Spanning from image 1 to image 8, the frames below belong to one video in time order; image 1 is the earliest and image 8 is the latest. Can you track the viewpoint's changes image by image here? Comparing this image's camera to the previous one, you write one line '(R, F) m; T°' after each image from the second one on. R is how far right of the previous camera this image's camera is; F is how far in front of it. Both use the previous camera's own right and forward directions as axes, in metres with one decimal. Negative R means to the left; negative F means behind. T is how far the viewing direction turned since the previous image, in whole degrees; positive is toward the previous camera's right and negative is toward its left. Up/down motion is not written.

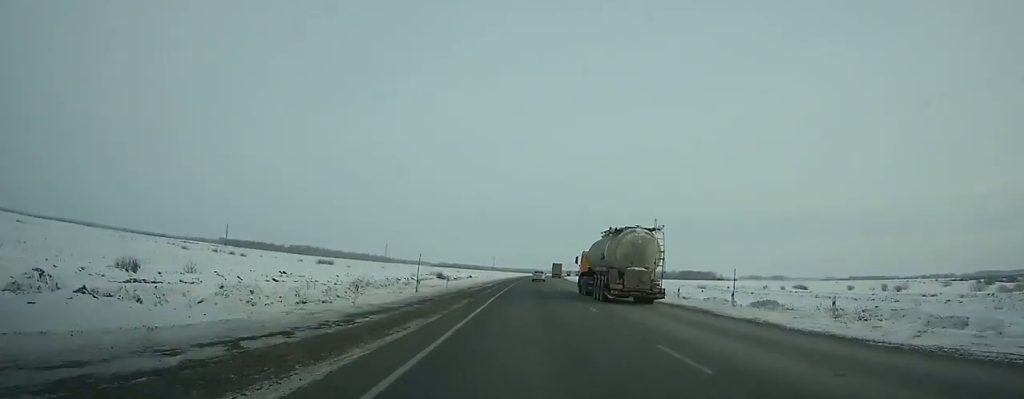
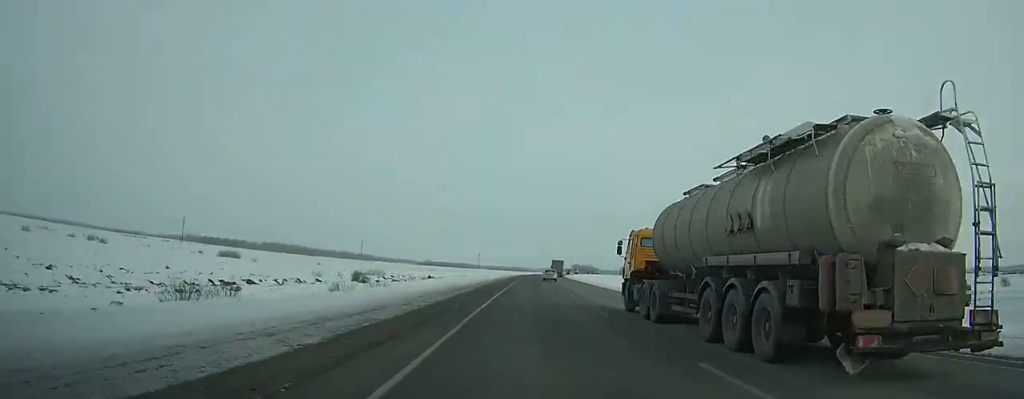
(+0.6, +59.7) m; +1°
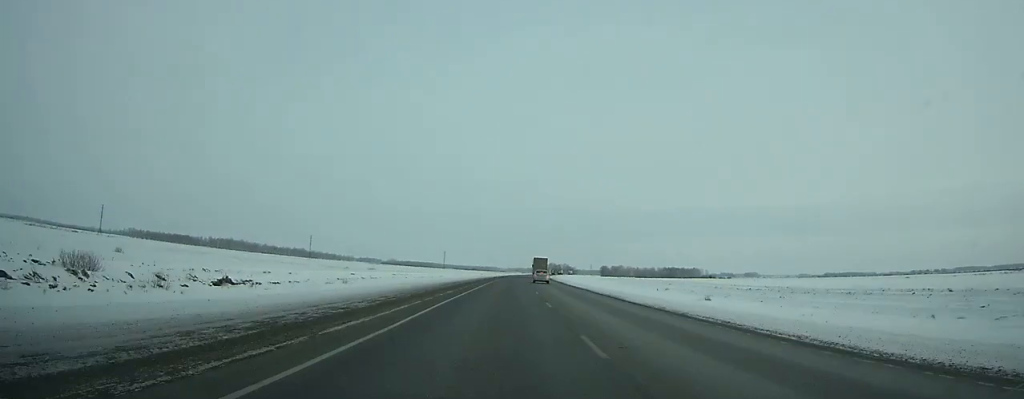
(+1.3, +75.6) m; +2°
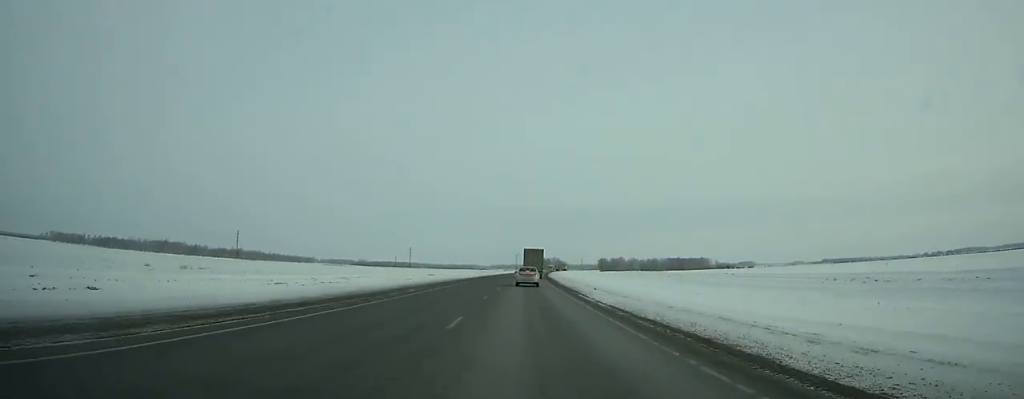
(+2.7, +122.8) m; +2°
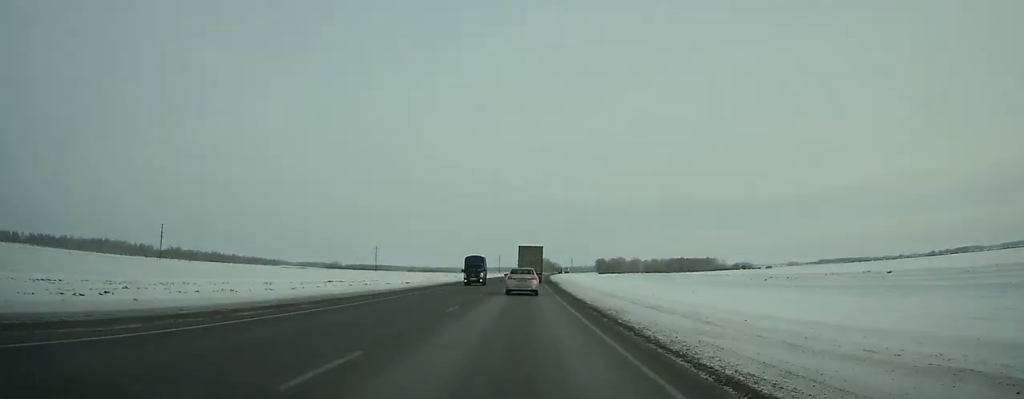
(+1.1, +89.6) m; +2°
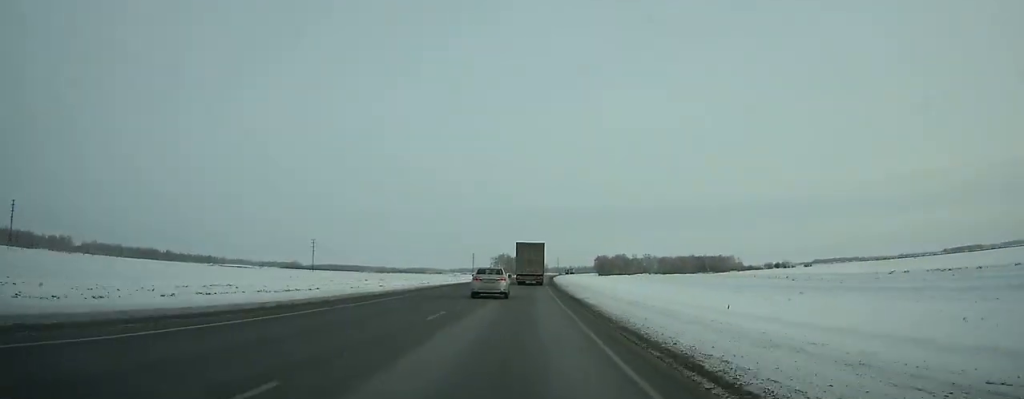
(+2.0, +124.9) m; +2°
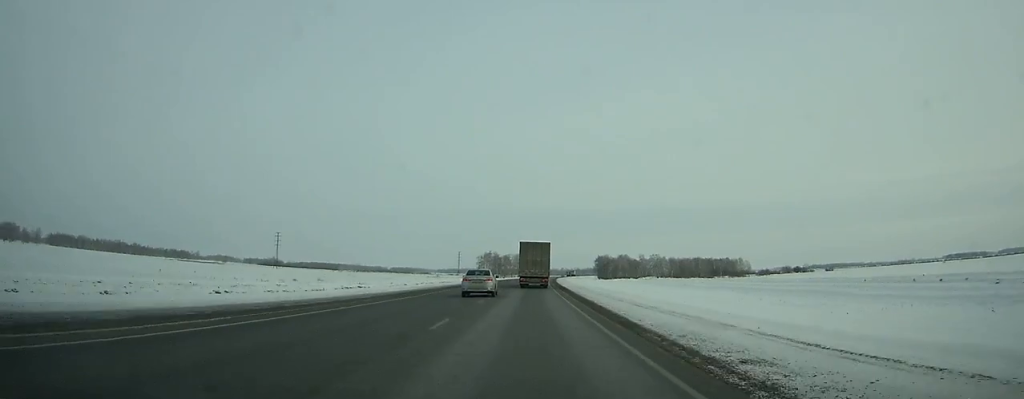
(+0.2, +53.5) m; +1°
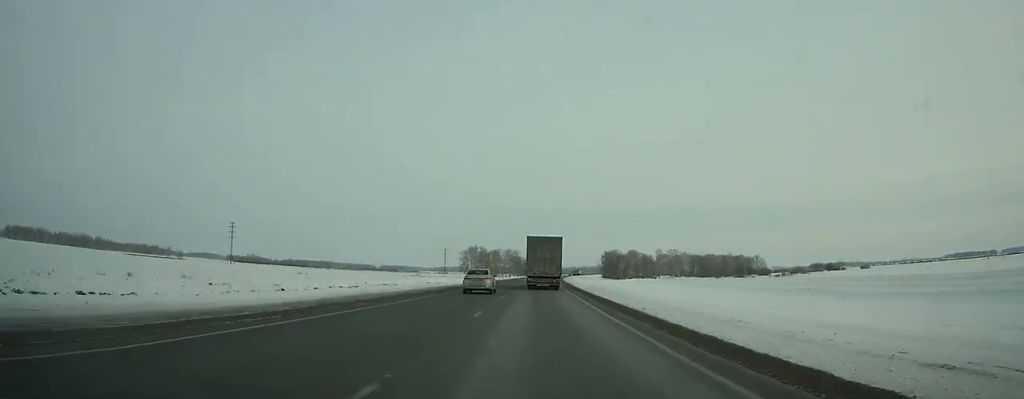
(+0.3, +57.9) m; +1°
